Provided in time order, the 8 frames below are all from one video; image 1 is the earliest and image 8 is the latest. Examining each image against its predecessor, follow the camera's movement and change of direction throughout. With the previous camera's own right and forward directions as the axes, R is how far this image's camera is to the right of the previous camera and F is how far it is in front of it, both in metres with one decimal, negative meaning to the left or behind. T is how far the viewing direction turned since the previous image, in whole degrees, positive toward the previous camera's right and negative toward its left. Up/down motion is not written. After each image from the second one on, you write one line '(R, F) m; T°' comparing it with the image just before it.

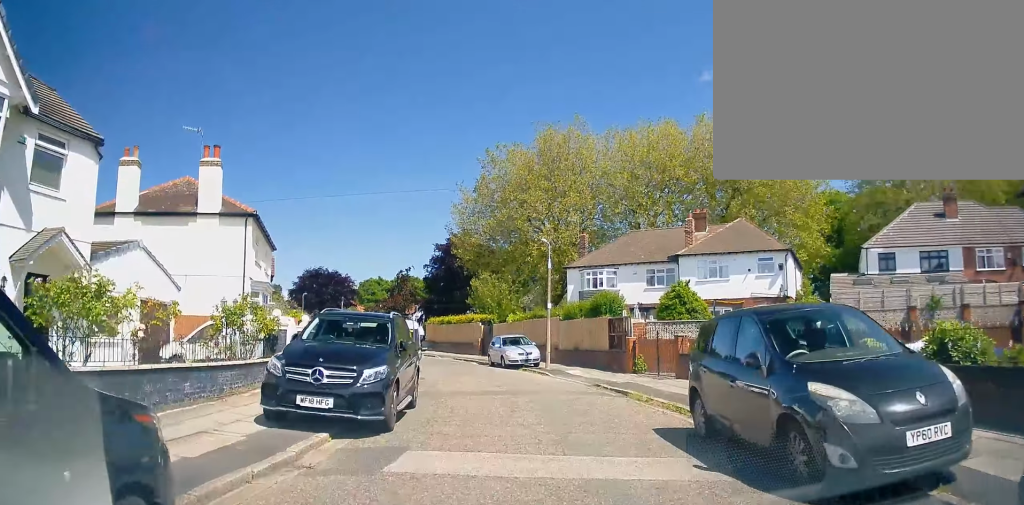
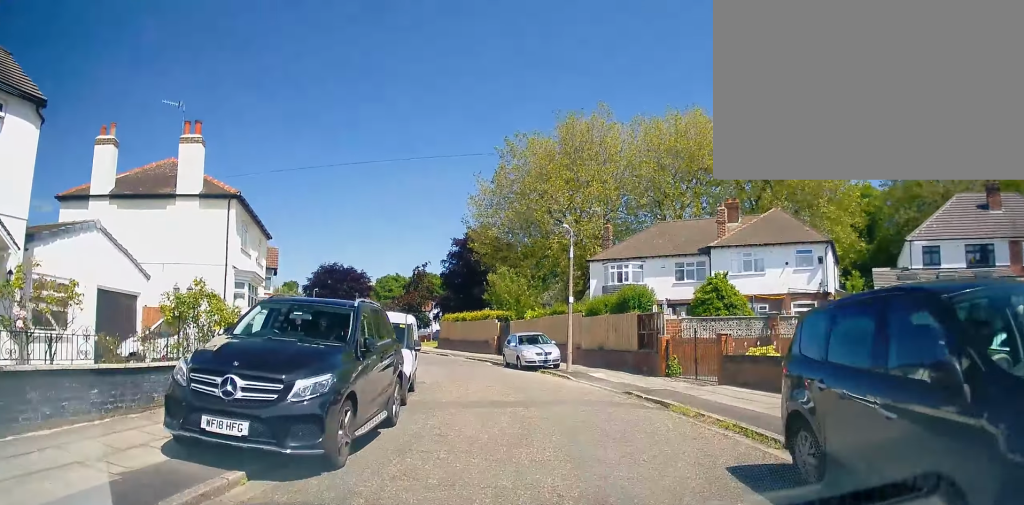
(0.0, +2.7) m; 0°
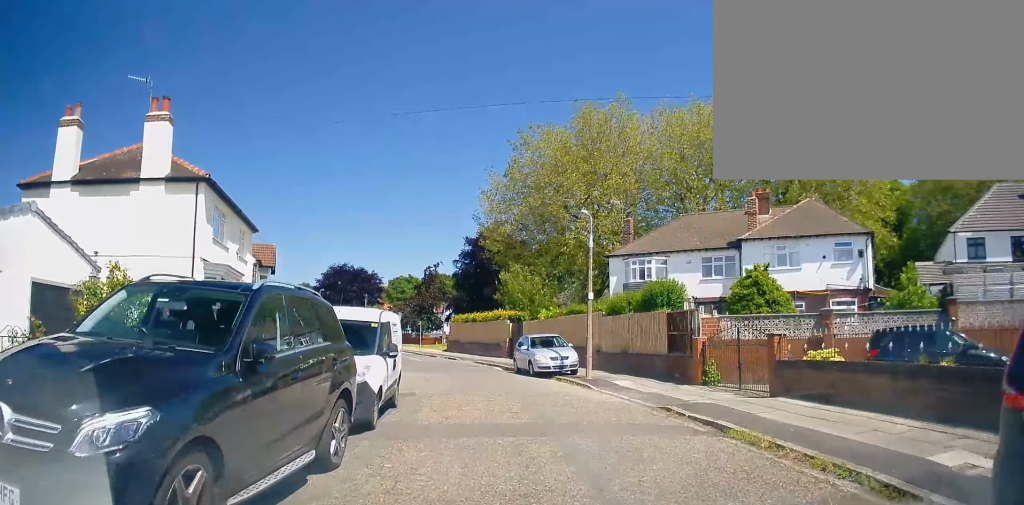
(+0.2, +2.8) m; -1°
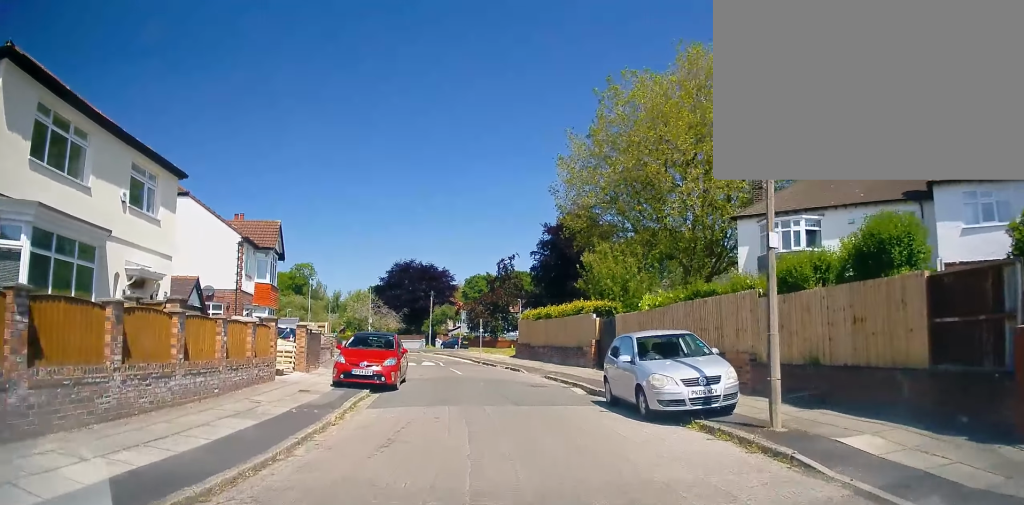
(-1.4, +10.7) m; -13°
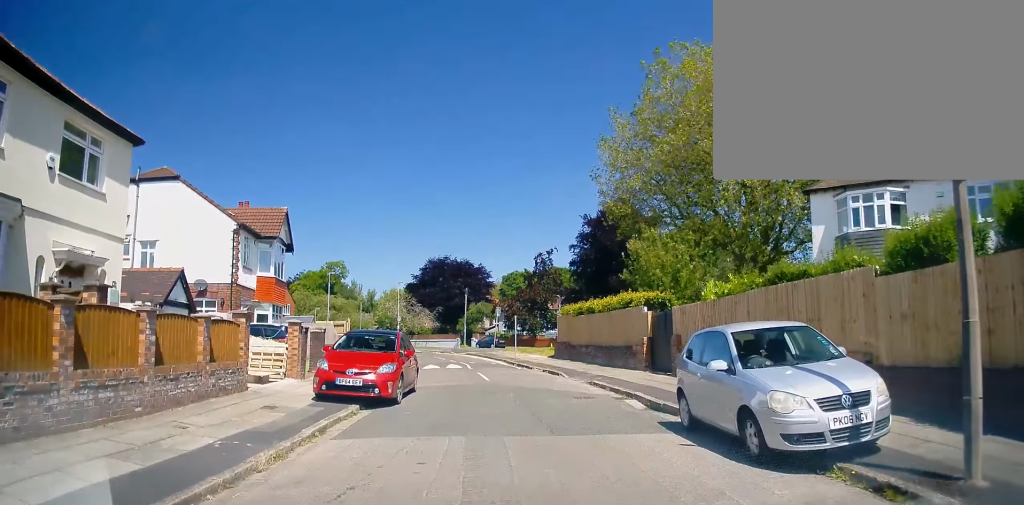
(-0.1, +3.8) m; -2°
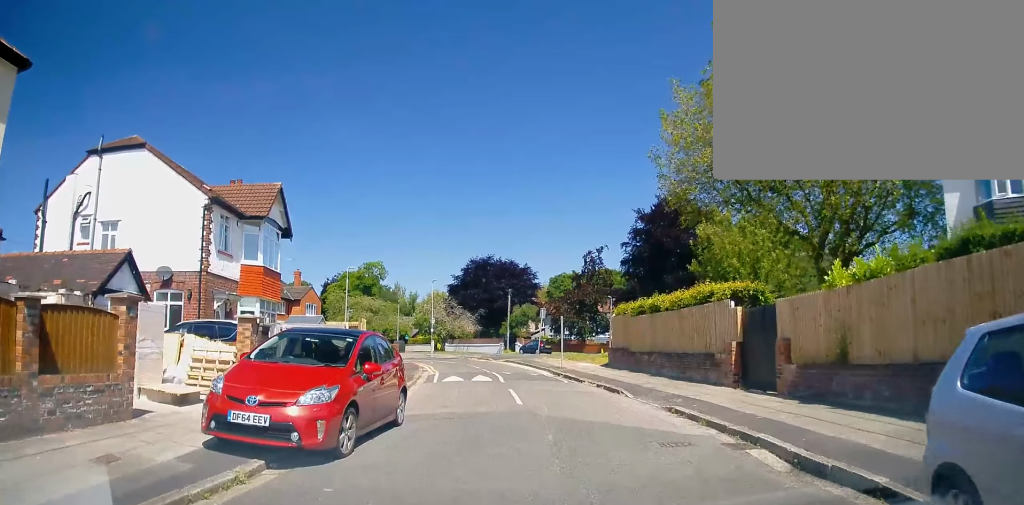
(0.0, +5.4) m; -3°
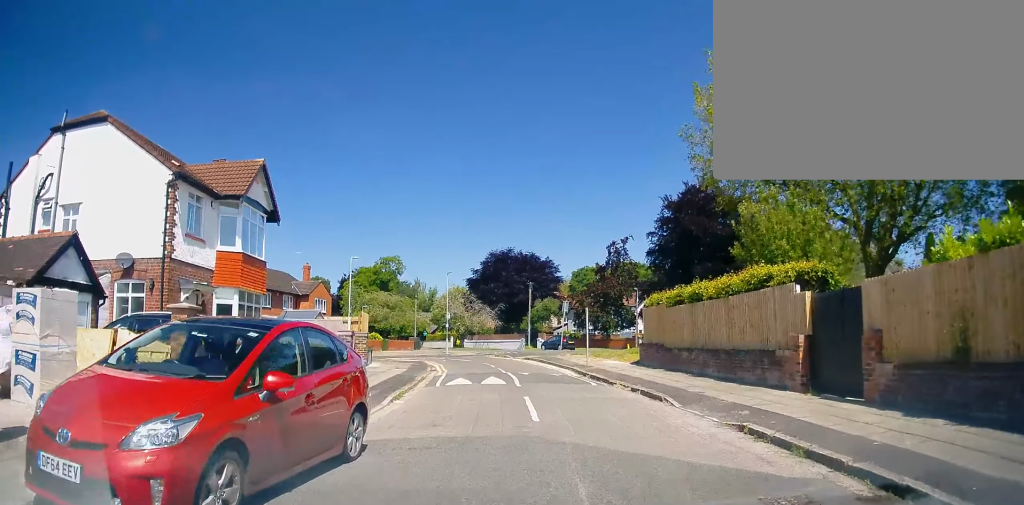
(-0.1, +3.0) m; -3°
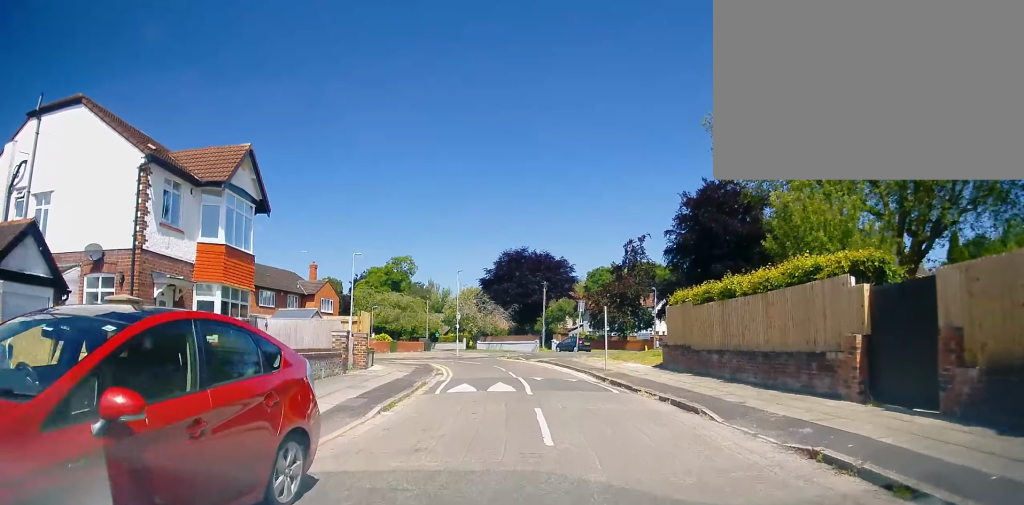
(-0.1, +1.9) m; -2°
